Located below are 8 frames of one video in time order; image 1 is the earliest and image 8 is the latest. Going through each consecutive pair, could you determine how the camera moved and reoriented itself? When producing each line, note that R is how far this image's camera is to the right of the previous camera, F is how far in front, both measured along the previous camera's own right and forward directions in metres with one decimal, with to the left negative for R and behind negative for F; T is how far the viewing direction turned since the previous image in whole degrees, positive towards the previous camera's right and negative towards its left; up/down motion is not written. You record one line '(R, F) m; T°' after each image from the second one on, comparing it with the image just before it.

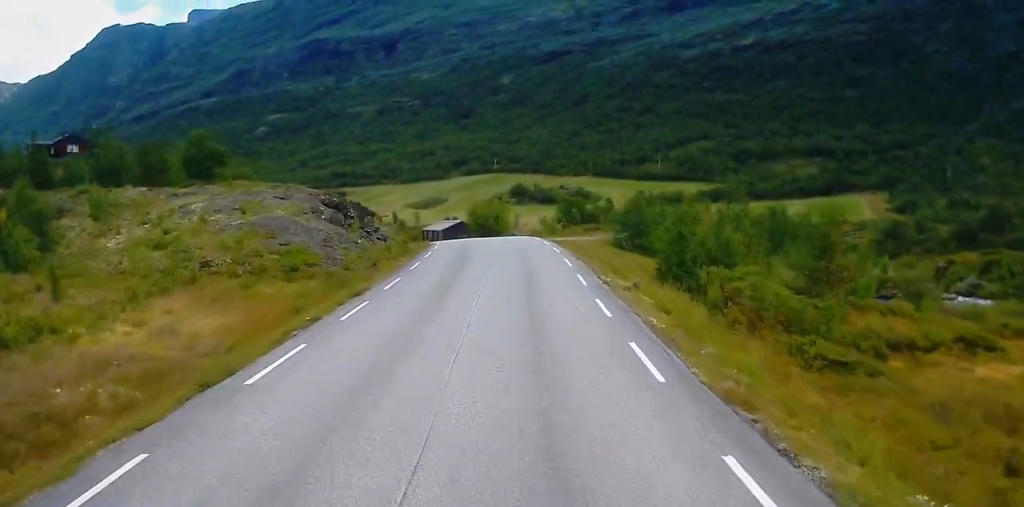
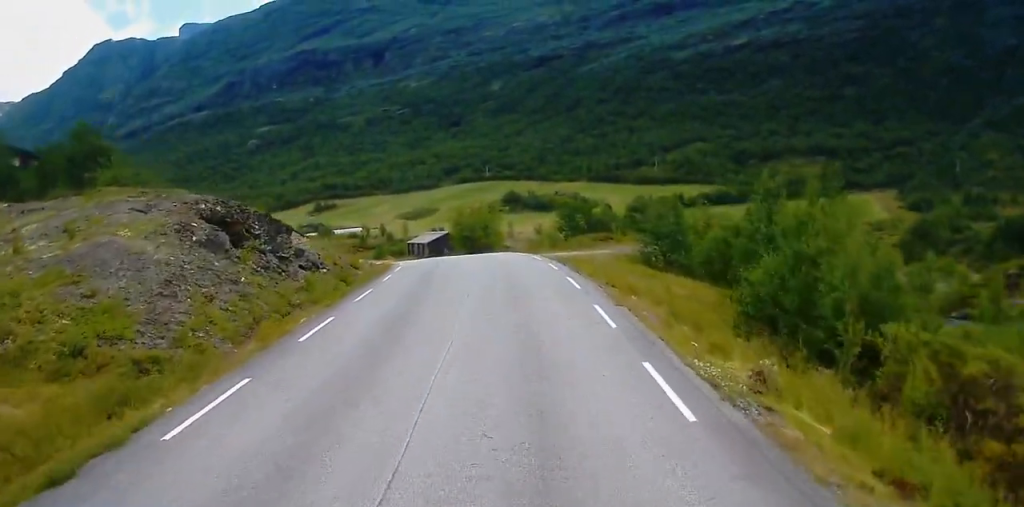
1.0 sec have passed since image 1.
(-0.1, +13.9) m; 0°
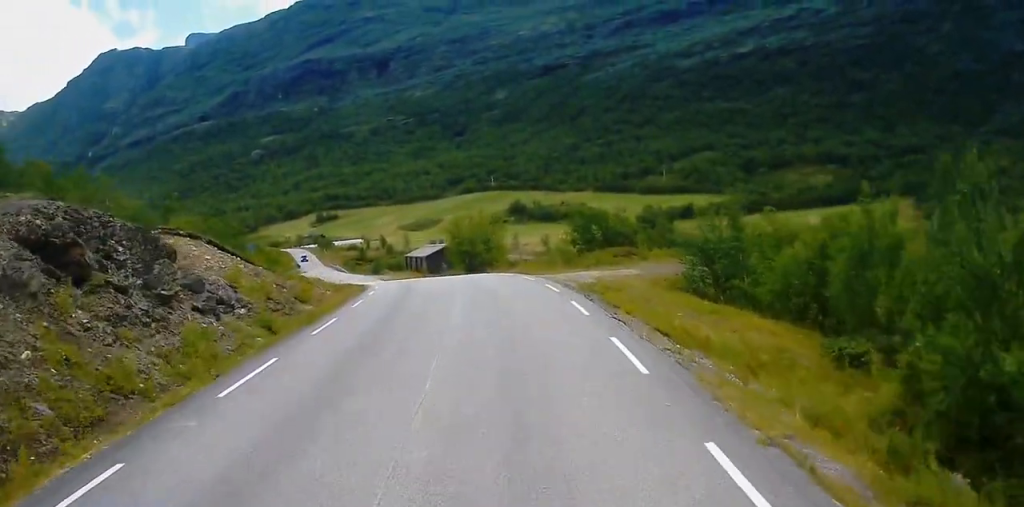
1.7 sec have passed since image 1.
(0.0, +9.7) m; 0°
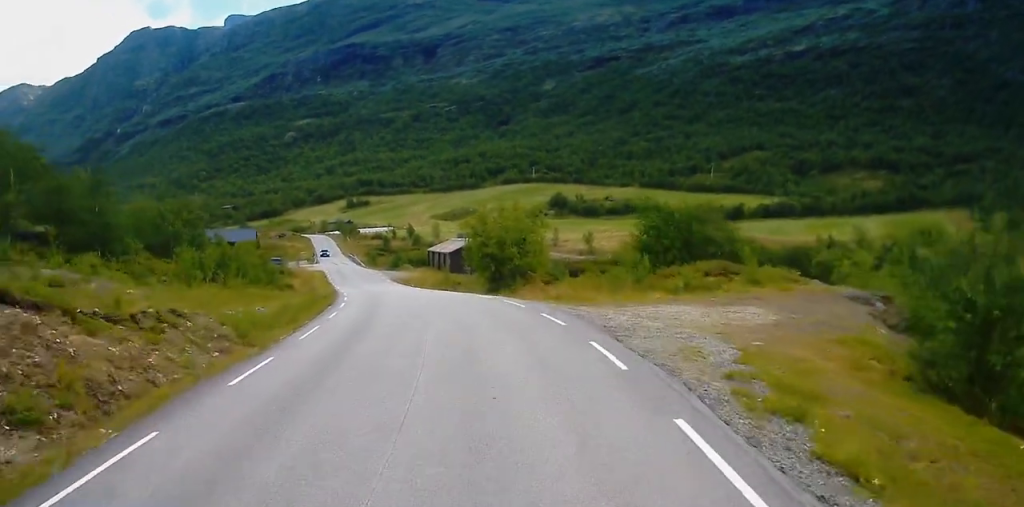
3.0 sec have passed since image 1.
(-0.3, +16.5) m; -4°
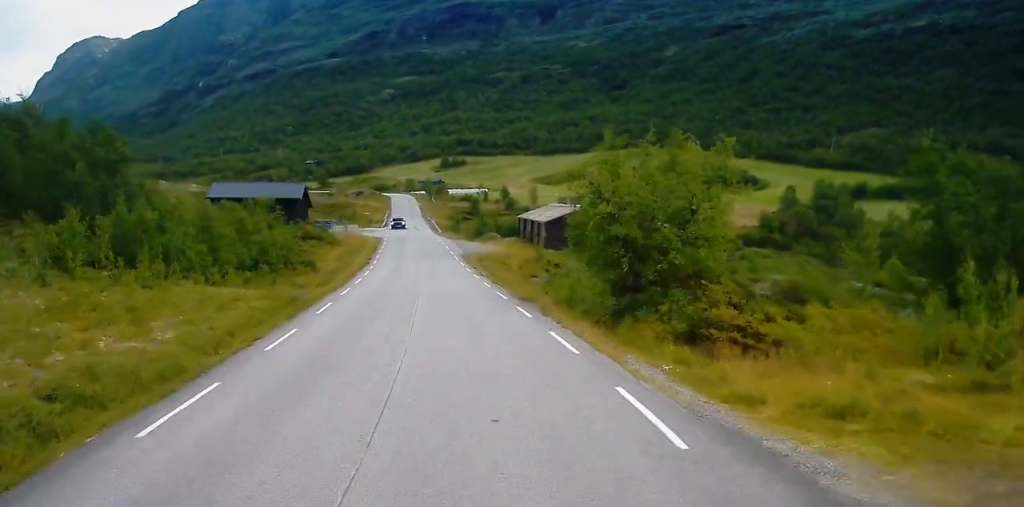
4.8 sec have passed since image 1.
(-1.4, +21.8) m; -8°
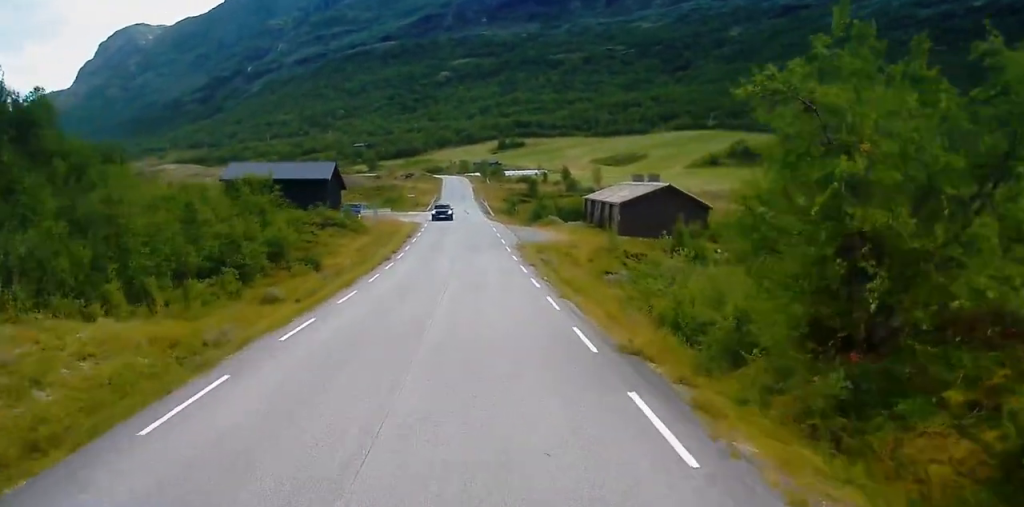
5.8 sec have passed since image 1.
(-0.7, +12.6) m; -2°
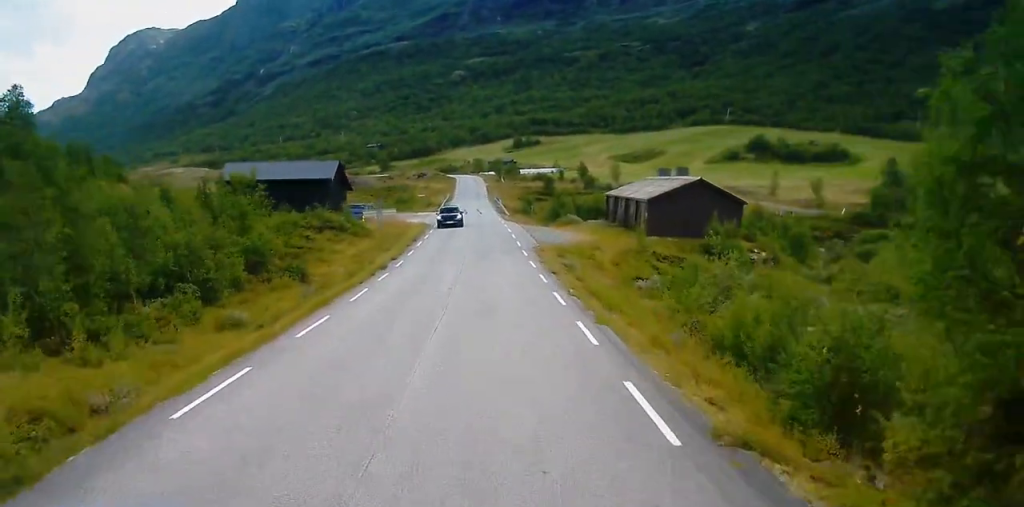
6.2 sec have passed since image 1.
(+0.2, +5.3) m; 0°
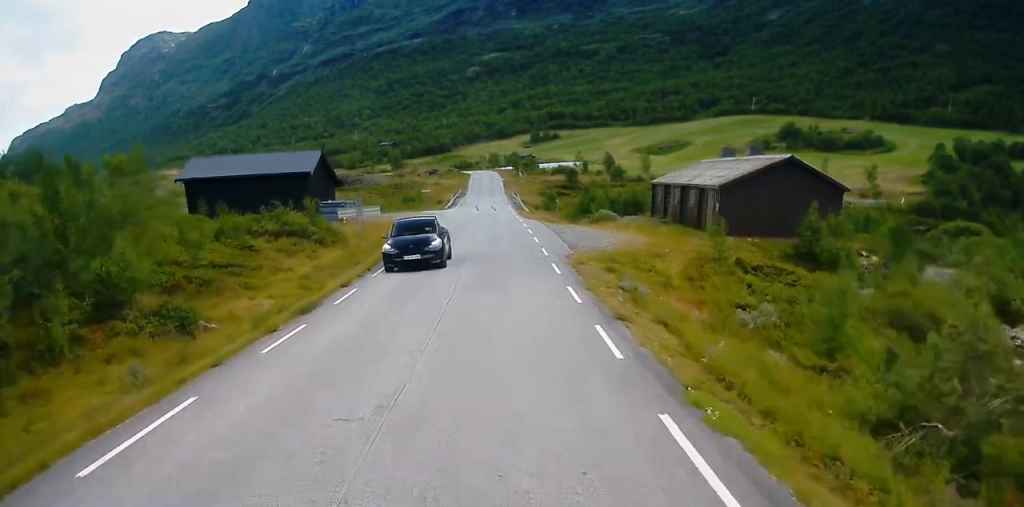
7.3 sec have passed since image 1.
(-0.3, +14.1) m; -2°
